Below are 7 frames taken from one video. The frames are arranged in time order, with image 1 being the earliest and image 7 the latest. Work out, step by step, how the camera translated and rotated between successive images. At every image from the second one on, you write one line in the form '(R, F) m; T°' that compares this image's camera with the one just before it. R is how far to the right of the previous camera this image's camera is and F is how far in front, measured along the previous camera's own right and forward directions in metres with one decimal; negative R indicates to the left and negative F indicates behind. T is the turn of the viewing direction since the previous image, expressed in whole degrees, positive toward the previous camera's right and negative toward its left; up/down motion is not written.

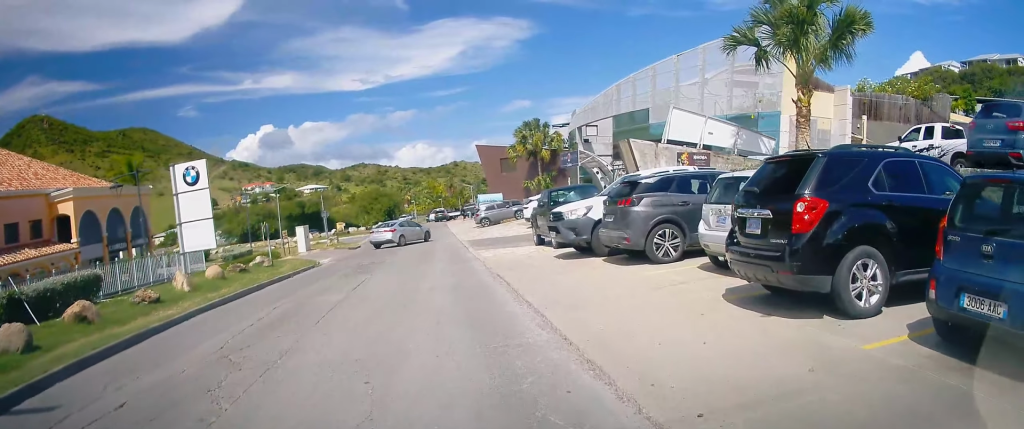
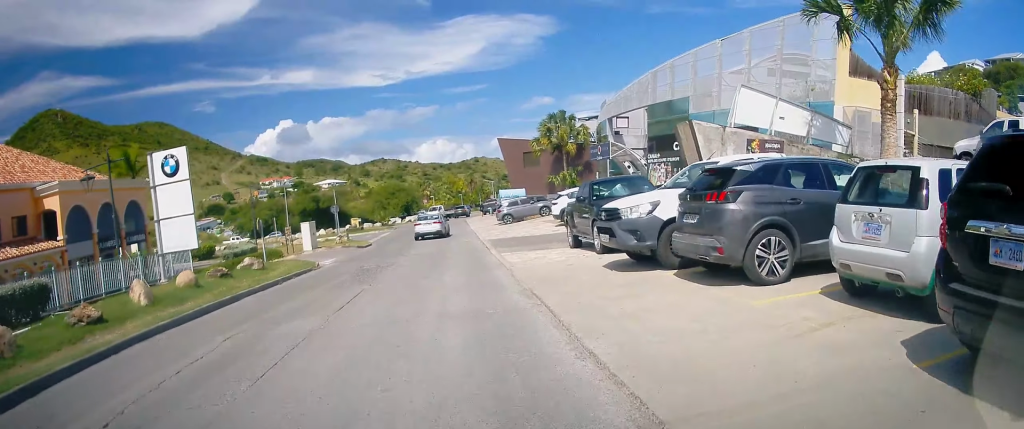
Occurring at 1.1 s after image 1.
(+0.2, +3.7) m; -1°
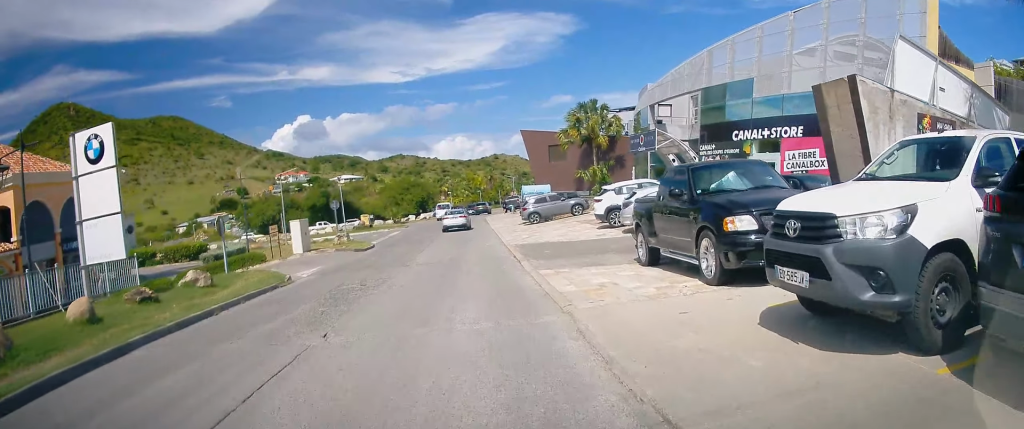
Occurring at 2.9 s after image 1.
(-0.5, +6.5) m; -1°
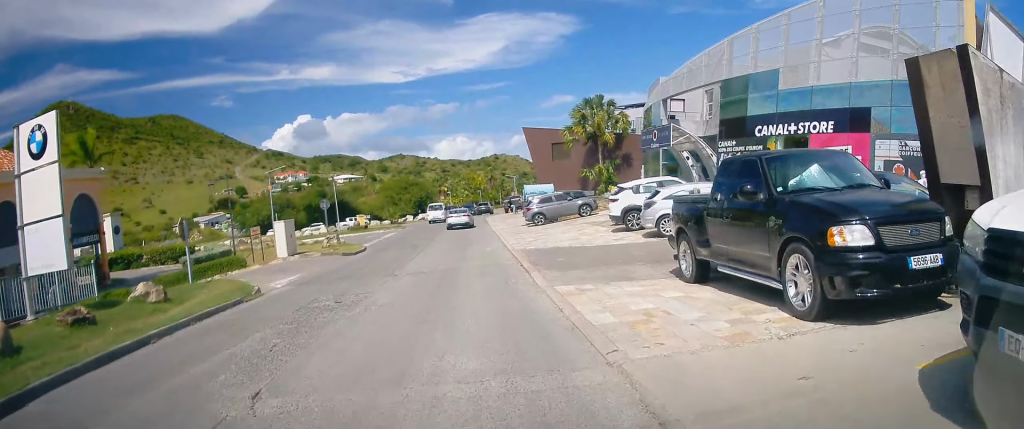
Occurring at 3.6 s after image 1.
(+0.1, +2.9) m; +2°
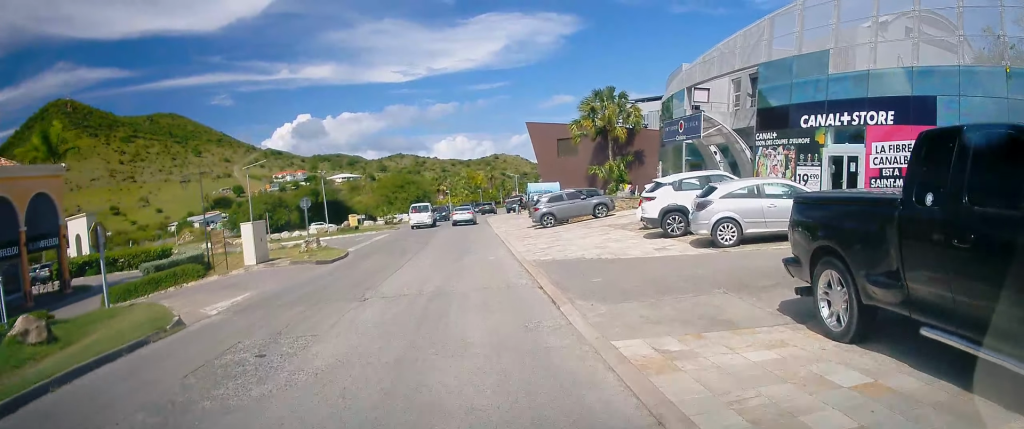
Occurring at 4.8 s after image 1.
(-0.1, +4.5) m; -4°
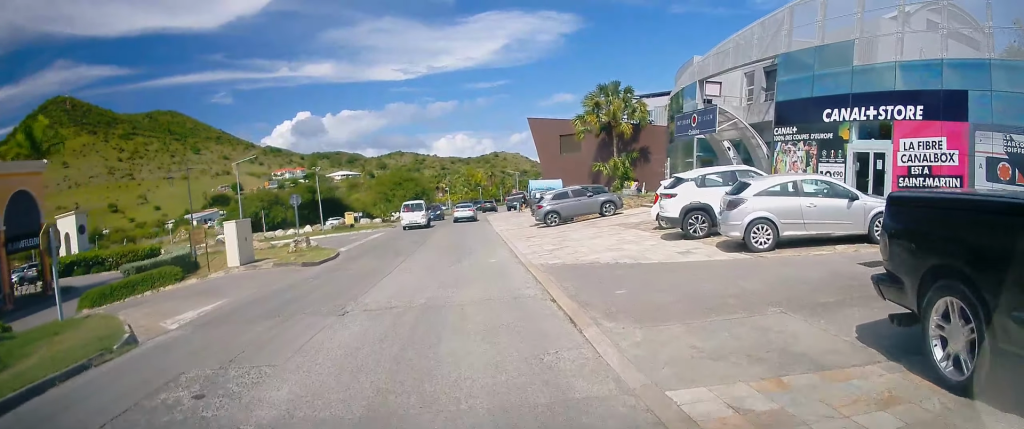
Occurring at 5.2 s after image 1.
(-0.1, +1.7) m; -1°
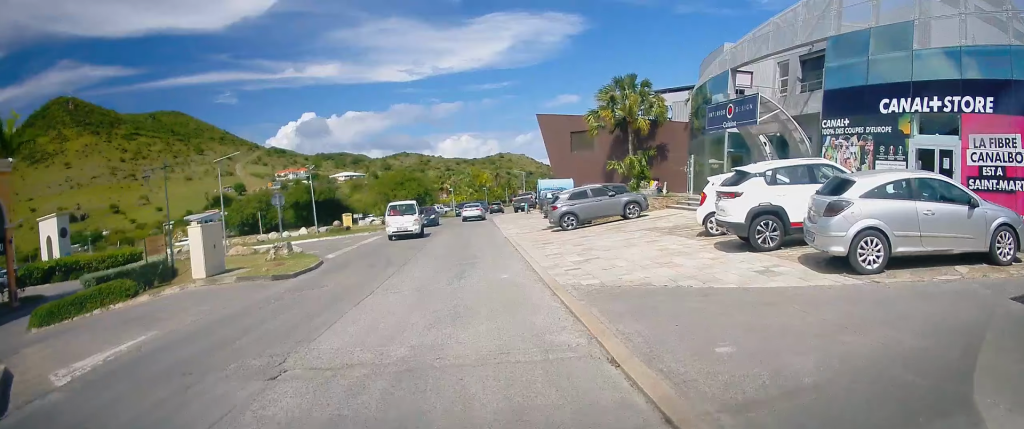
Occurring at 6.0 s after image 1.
(+0.1, +3.6) m; -1°
